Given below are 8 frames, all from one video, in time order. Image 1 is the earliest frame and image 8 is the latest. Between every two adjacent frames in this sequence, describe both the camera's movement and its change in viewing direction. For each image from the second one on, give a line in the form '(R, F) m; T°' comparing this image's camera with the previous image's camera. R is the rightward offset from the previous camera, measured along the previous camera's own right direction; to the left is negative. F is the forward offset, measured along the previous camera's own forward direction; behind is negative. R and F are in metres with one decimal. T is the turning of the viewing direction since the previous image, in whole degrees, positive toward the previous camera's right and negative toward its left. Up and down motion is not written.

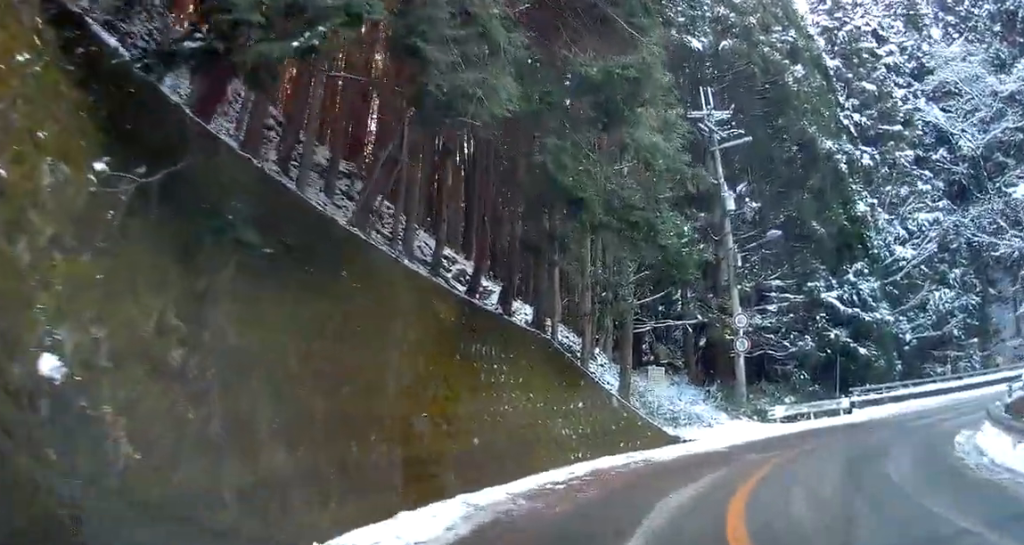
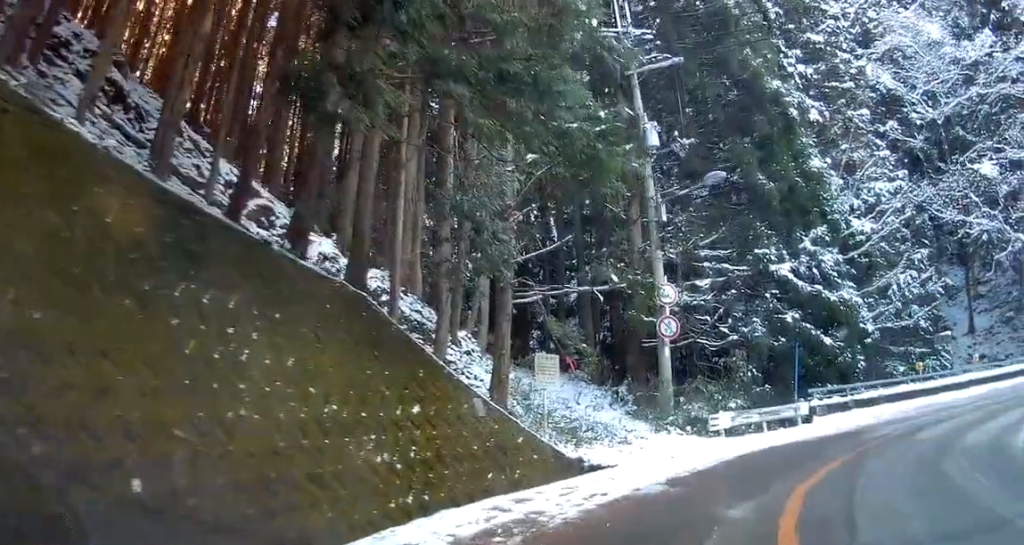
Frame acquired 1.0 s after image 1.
(+0.3, +6.9) m; 0°
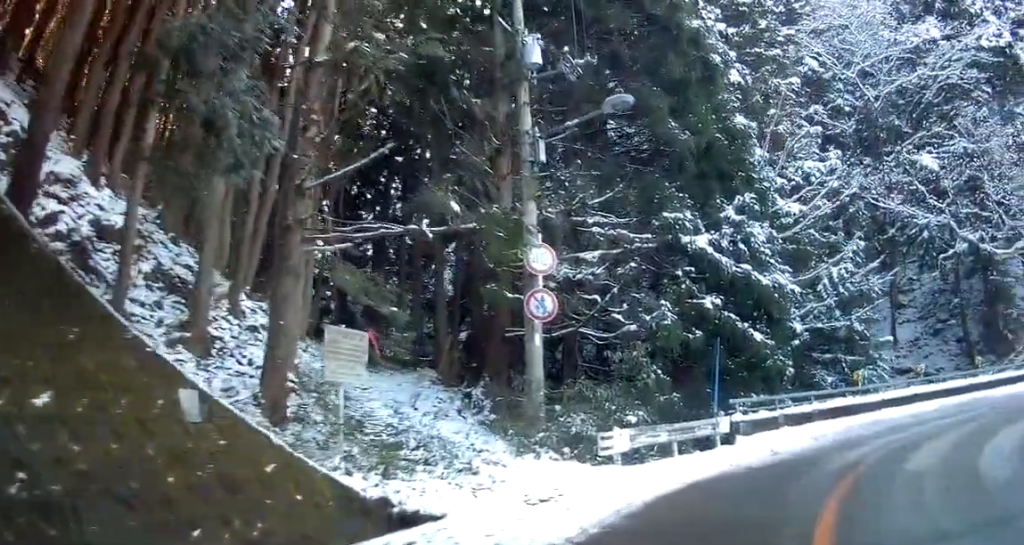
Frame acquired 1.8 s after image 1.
(-0.2, +6.2) m; +5°
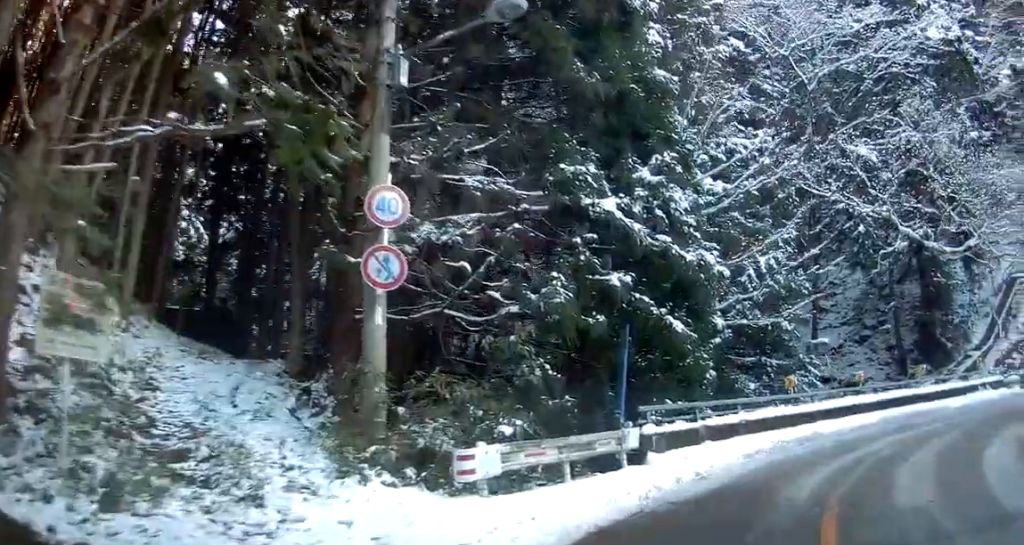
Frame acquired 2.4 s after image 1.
(-0.7, +4.6) m; +11°
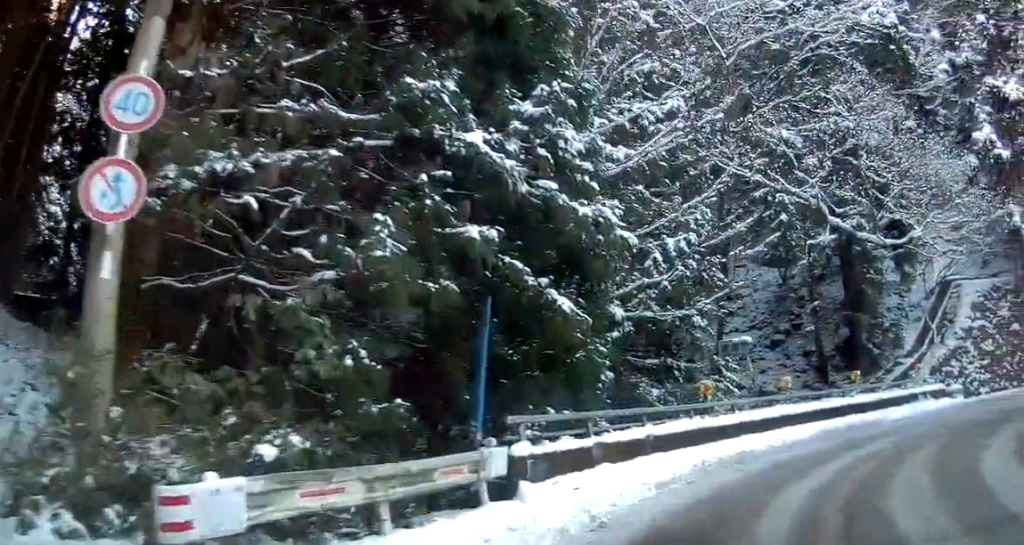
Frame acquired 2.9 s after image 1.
(+1.0, +4.0) m; +12°
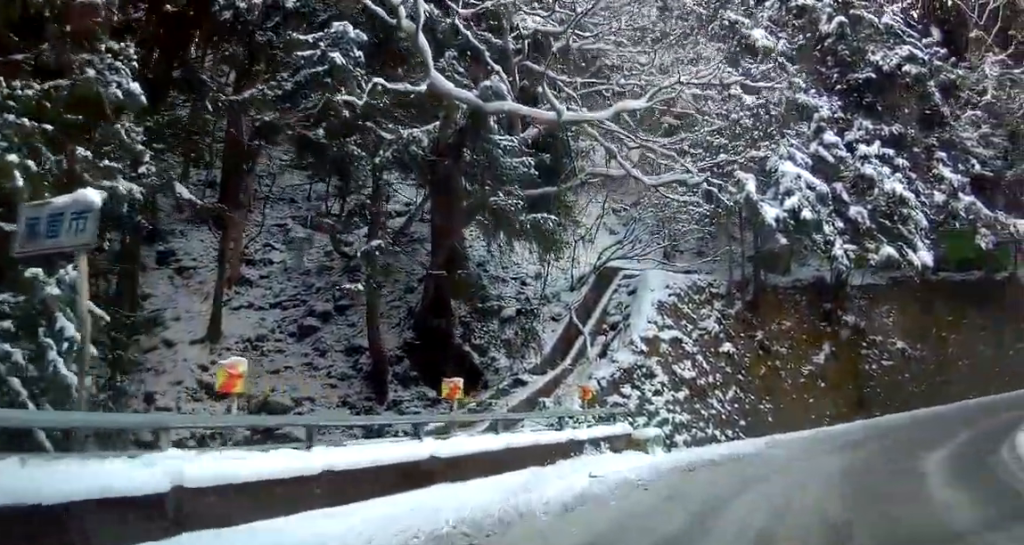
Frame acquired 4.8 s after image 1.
(+4.9, +14.8) m; +28°
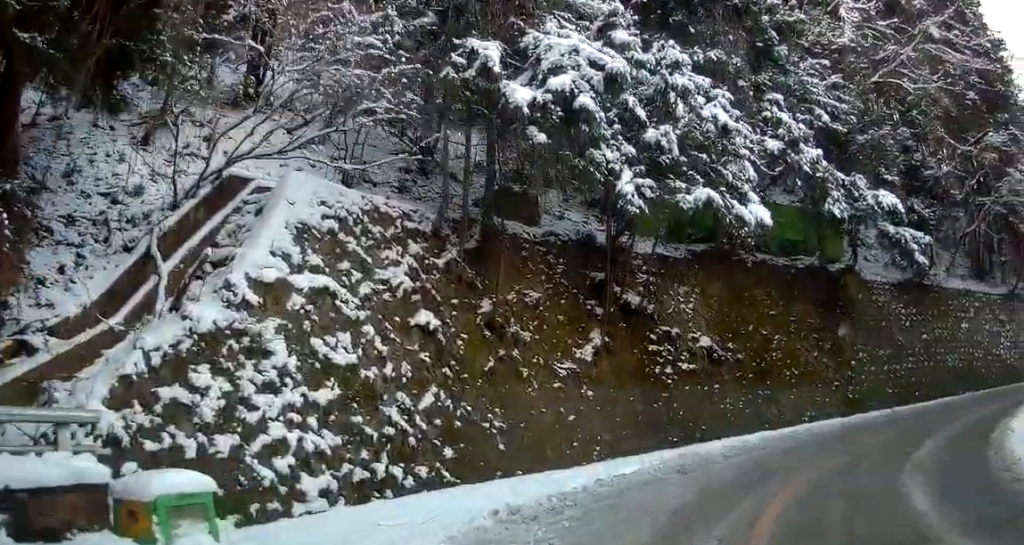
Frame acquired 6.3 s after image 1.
(+1.1, +10.7) m; +10°
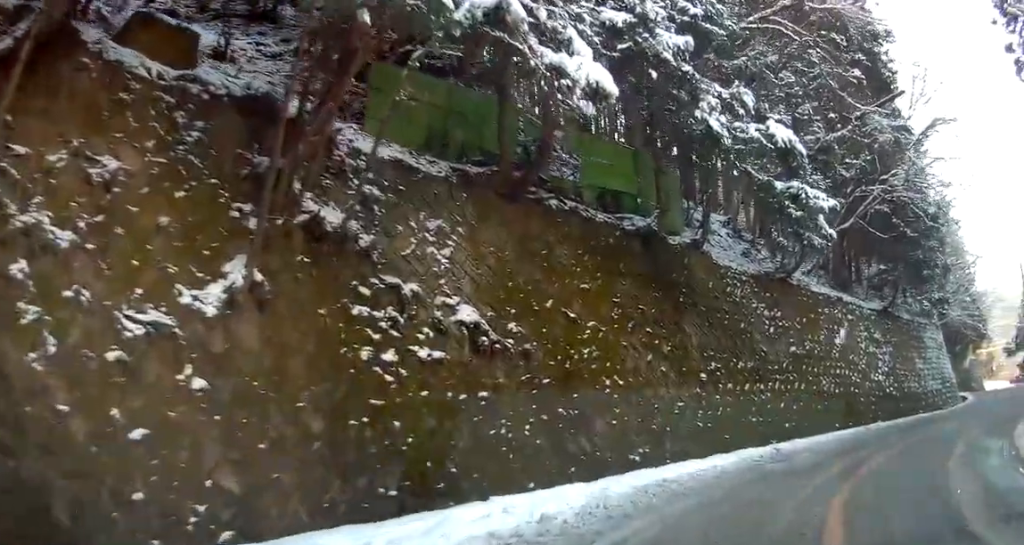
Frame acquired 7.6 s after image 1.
(+1.0, +8.3) m; +24°
